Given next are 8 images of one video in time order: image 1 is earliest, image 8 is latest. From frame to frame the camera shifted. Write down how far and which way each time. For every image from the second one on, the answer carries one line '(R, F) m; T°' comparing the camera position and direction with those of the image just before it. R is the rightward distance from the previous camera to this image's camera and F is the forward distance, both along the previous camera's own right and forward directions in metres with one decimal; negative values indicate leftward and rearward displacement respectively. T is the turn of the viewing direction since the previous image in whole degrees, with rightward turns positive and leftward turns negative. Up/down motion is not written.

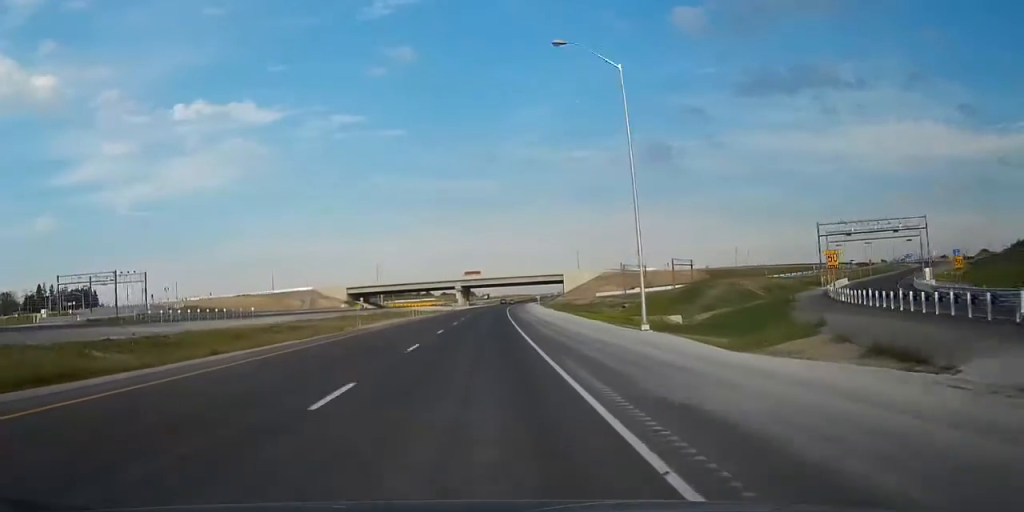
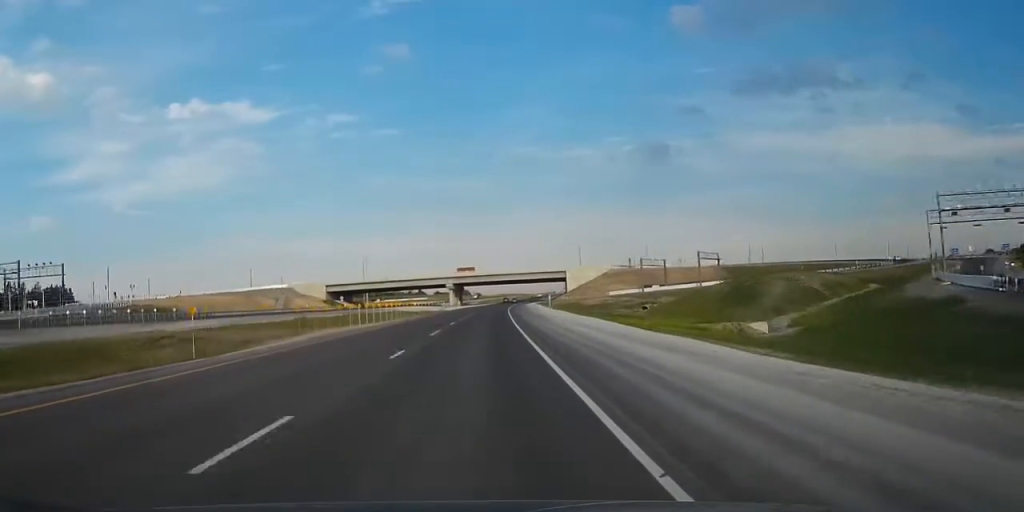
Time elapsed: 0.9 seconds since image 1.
(0.0, +28.0) m; 0°
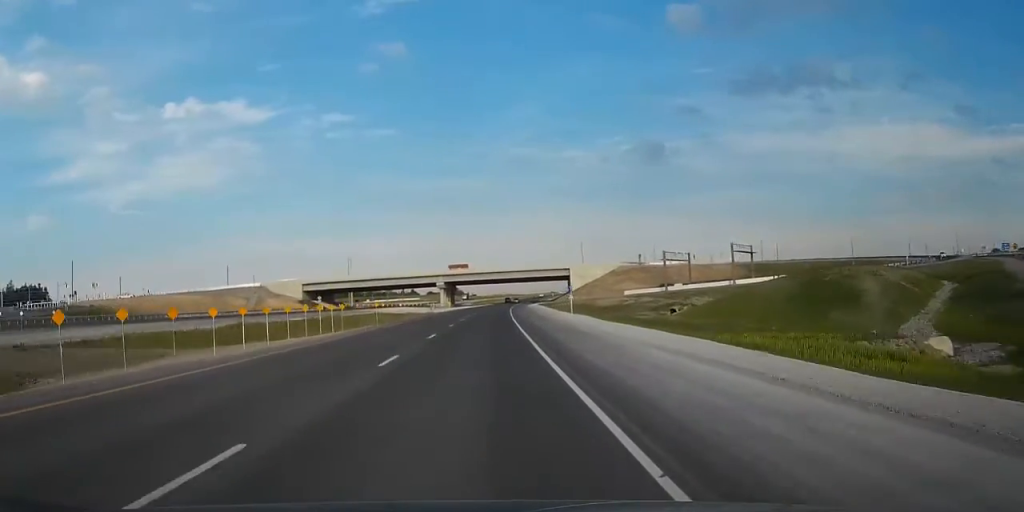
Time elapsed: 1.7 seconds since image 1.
(0.0, +26.0) m; 0°
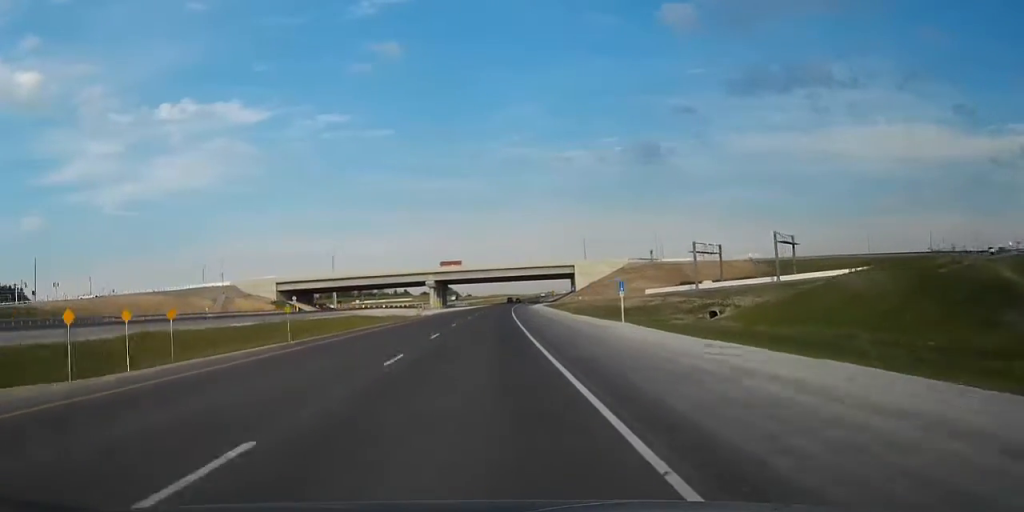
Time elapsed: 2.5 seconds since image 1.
(+0.1, +23.9) m; +1°
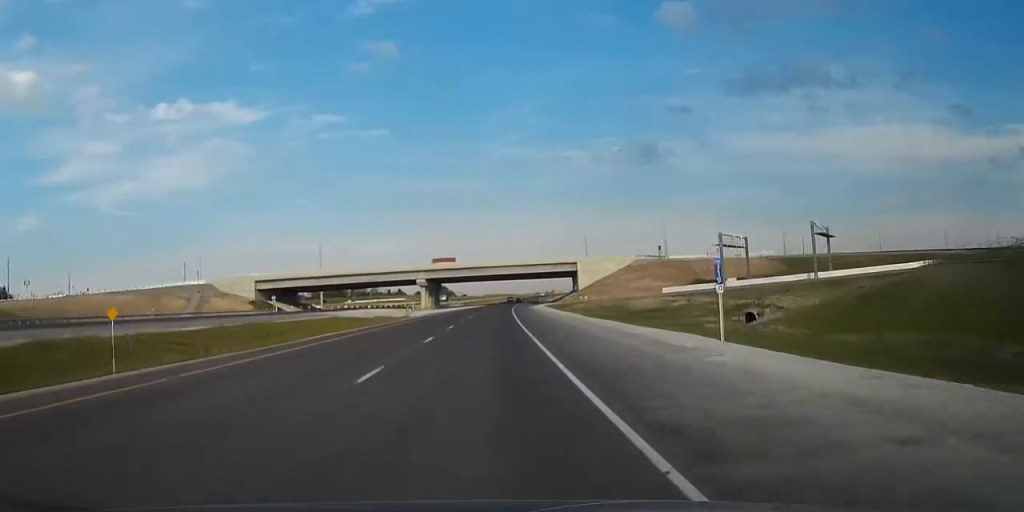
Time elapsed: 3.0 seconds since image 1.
(+0.1, +15.6) m; 0°
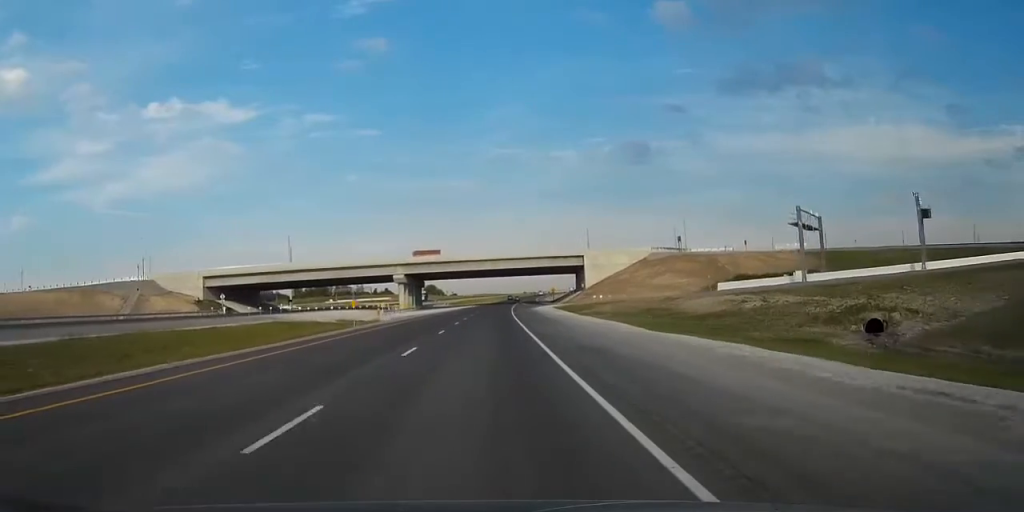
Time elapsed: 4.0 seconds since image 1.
(+0.2, +30.1) m; +1°
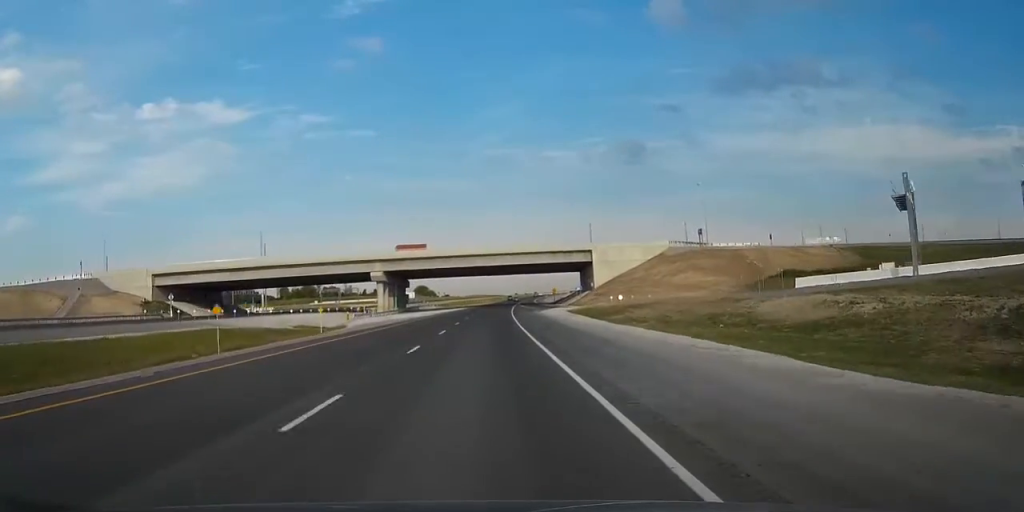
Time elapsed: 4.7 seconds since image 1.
(+0.2, +22.8) m; 0°
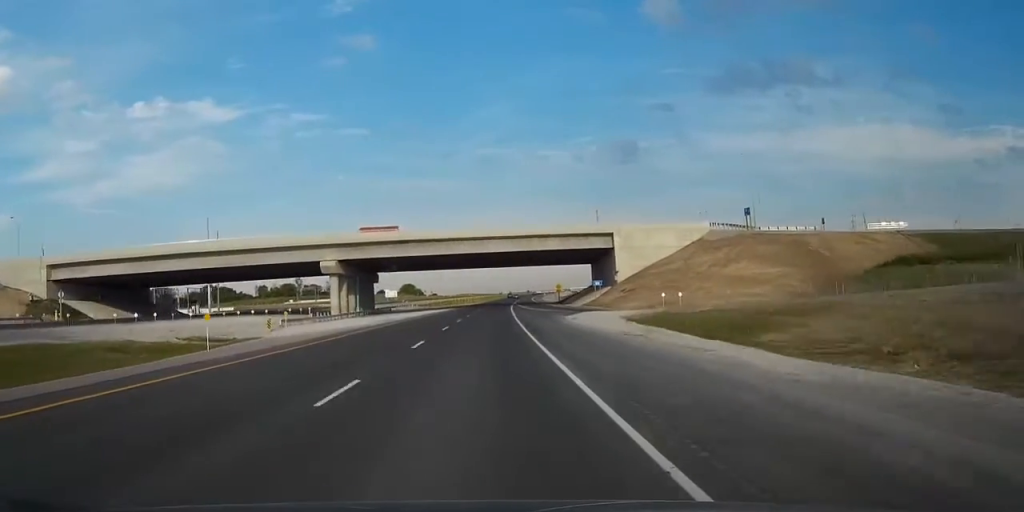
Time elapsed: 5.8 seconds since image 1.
(+0.2, +34.1) m; 0°
